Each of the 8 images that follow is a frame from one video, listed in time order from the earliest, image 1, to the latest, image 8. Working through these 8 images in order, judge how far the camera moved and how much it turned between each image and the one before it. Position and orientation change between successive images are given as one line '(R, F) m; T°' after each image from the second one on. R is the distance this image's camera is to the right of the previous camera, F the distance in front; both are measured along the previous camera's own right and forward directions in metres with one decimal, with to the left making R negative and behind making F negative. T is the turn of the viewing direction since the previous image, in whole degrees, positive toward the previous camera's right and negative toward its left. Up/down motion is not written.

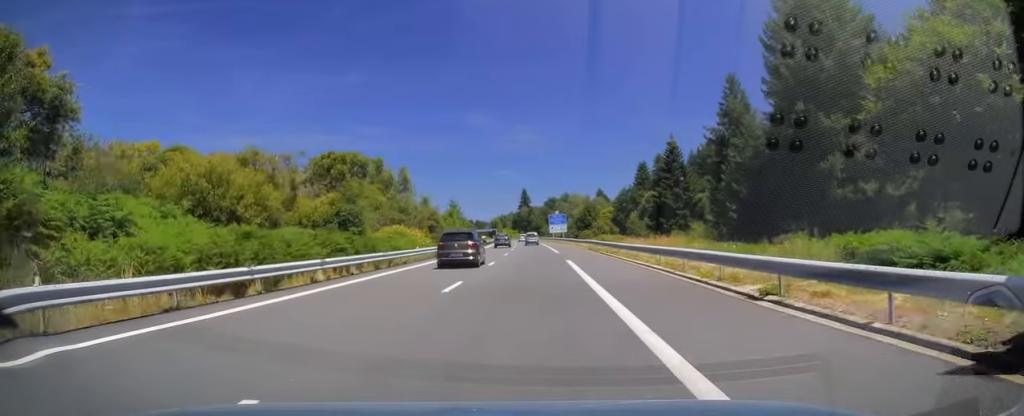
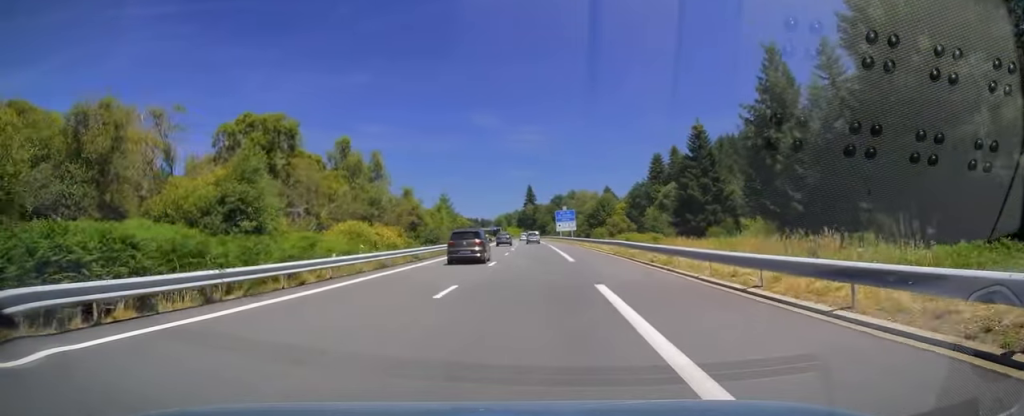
(-0.3, +14.8) m; -1°
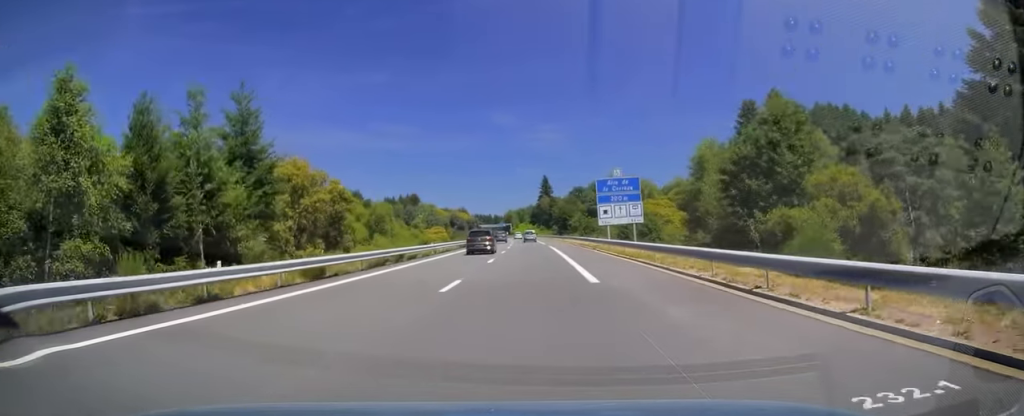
(-0.7, +64.4) m; -1°
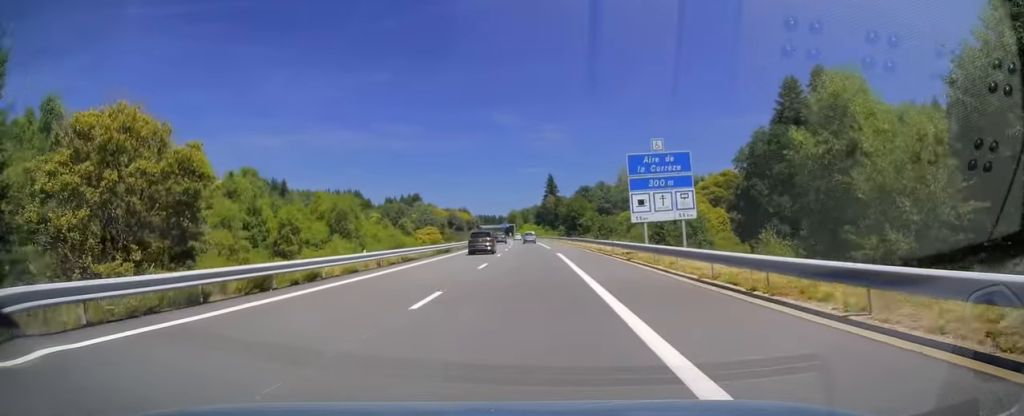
(0.0, +16.2) m; -1°
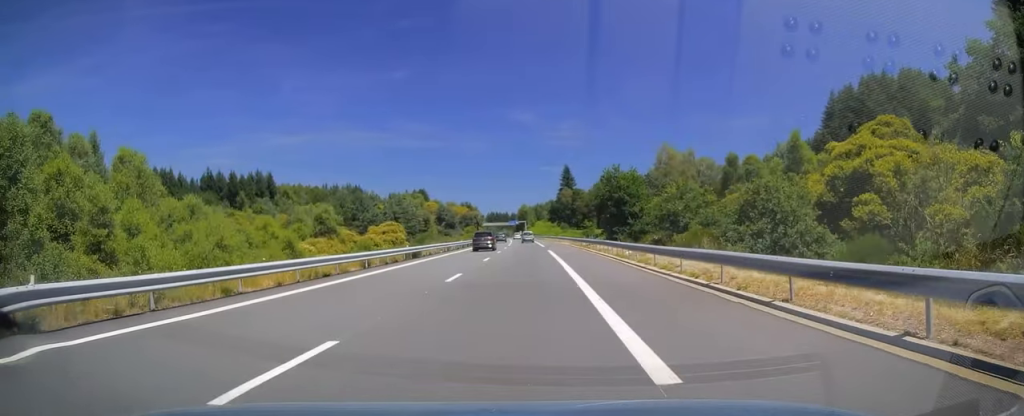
(-0.8, +45.7) m; -2°
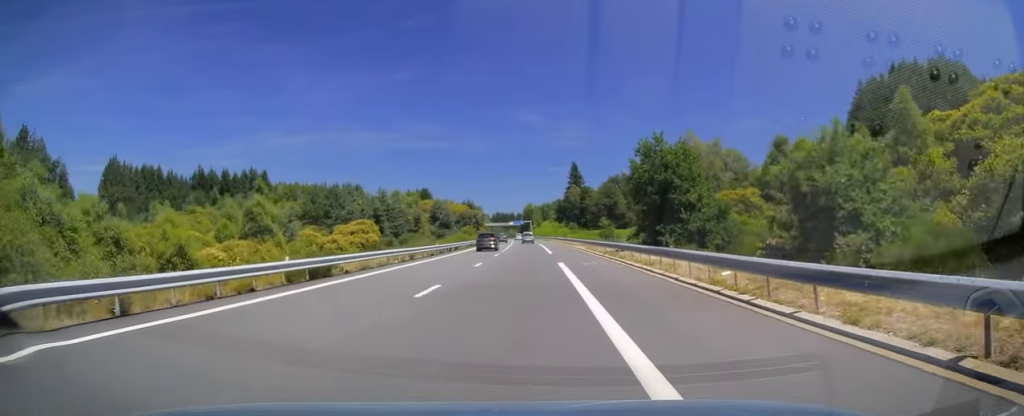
(0.0, +17.2) m; -1°
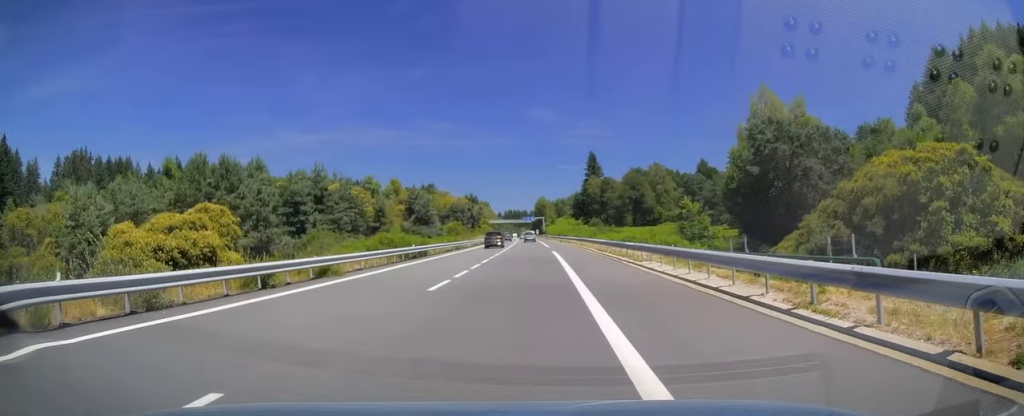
(-0.5, +38.0) m; -1°
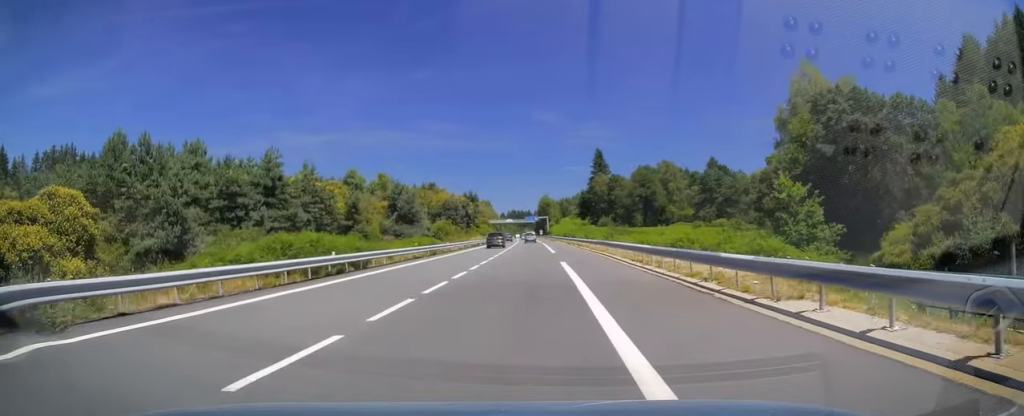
(0.0, +14.3) m; 0°
